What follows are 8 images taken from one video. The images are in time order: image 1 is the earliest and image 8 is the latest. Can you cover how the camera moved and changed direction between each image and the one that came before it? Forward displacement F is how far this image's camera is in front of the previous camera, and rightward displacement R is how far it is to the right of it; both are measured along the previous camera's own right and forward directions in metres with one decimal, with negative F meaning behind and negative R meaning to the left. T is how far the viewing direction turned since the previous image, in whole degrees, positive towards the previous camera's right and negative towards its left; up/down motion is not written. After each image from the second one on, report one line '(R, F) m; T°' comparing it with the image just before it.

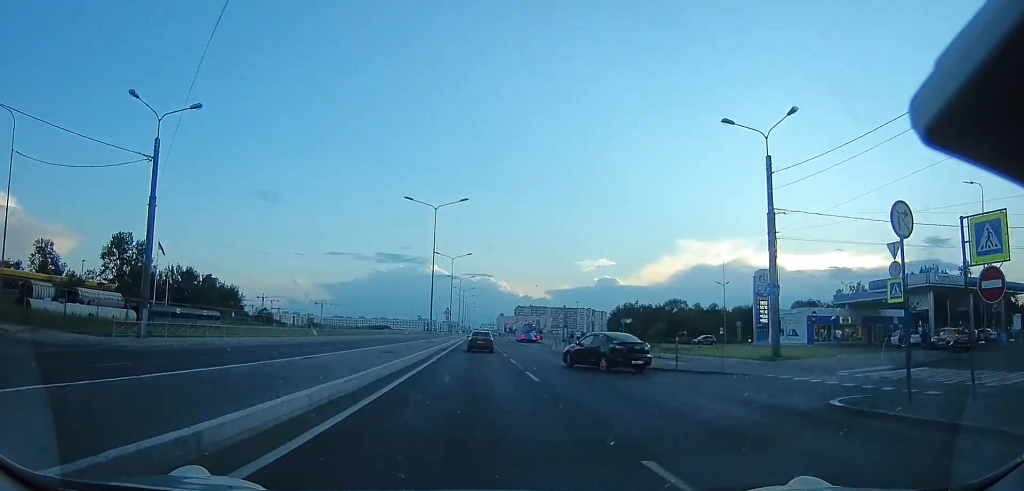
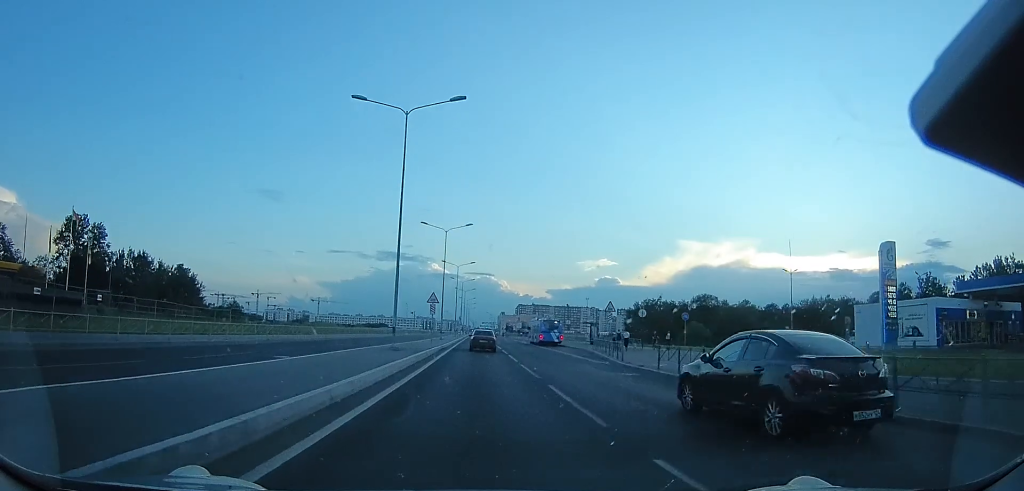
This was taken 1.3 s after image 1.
(0.0, +19.5) m; 0°
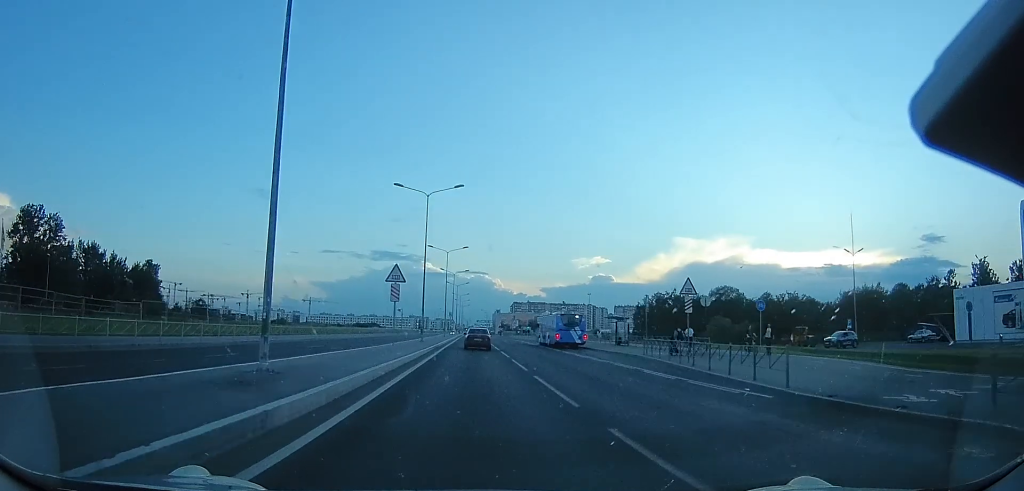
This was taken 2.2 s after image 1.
(0.0, +14.2) m; 0°
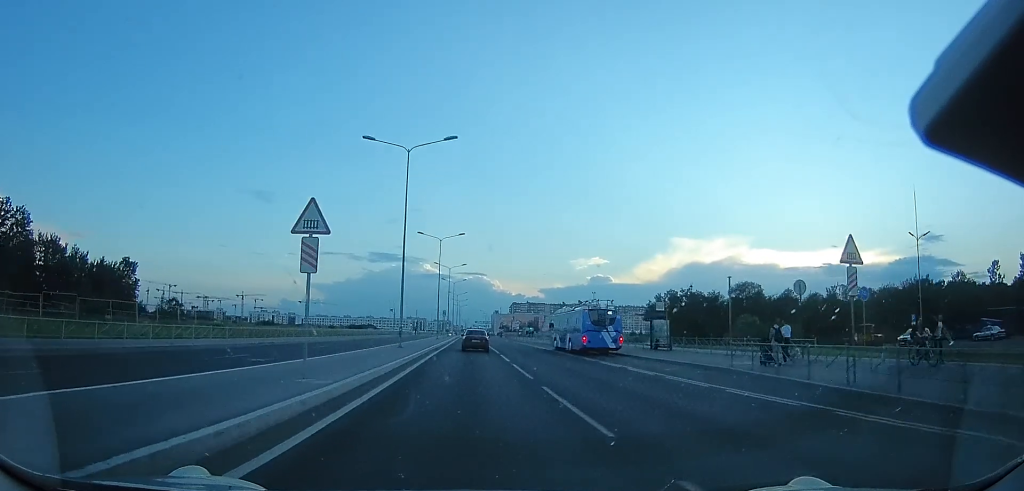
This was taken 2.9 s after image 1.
(0.0, +10.6) m; 0°
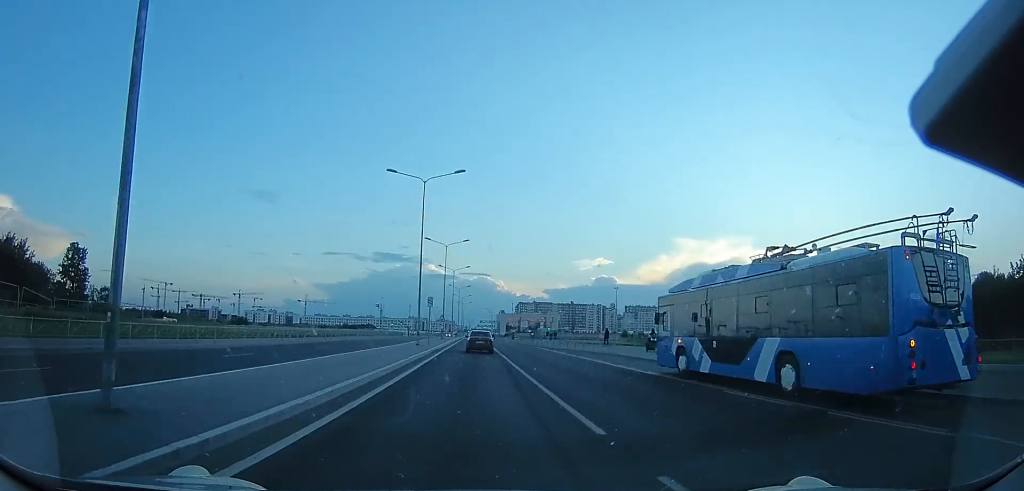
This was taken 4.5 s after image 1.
(0.0, +24.0) m; 0°
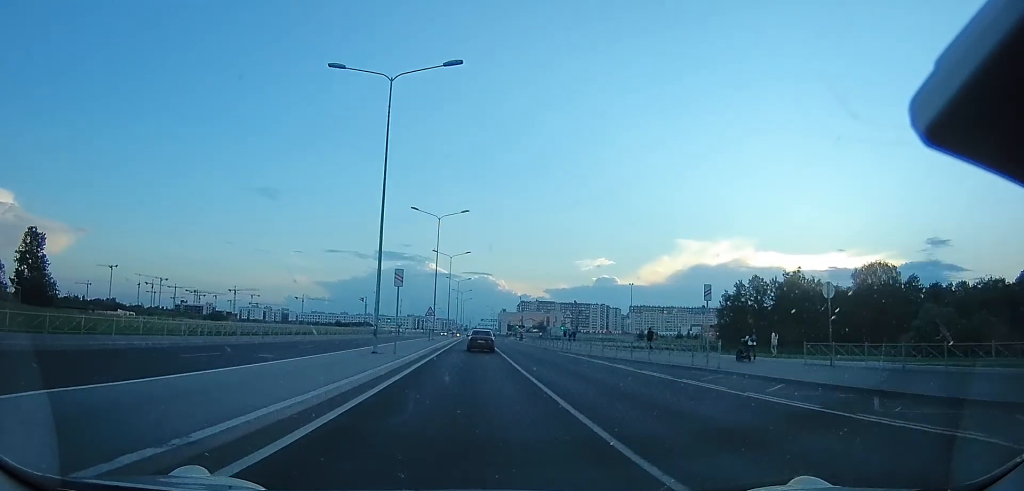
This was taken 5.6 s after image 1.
(0.0, +15.3) m; 0°
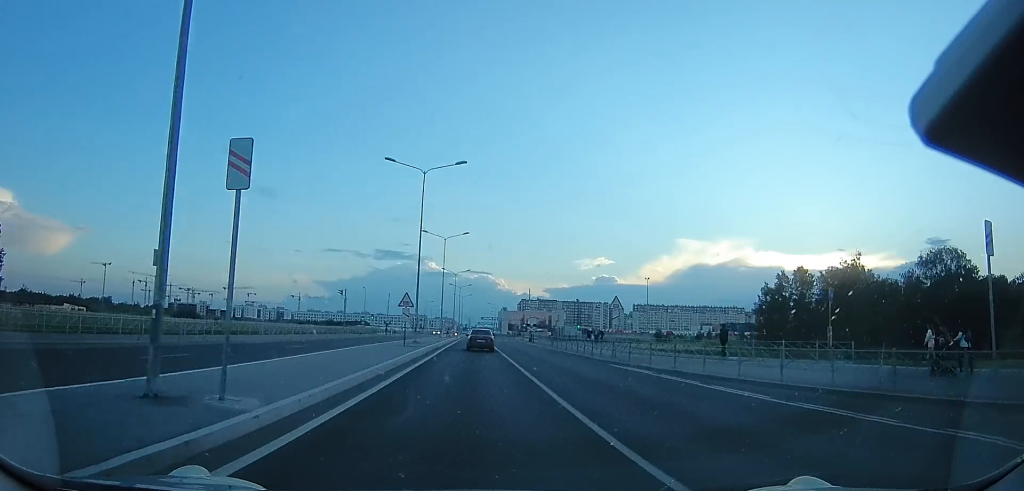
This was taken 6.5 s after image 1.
(0.0, +14.2) m; 0°
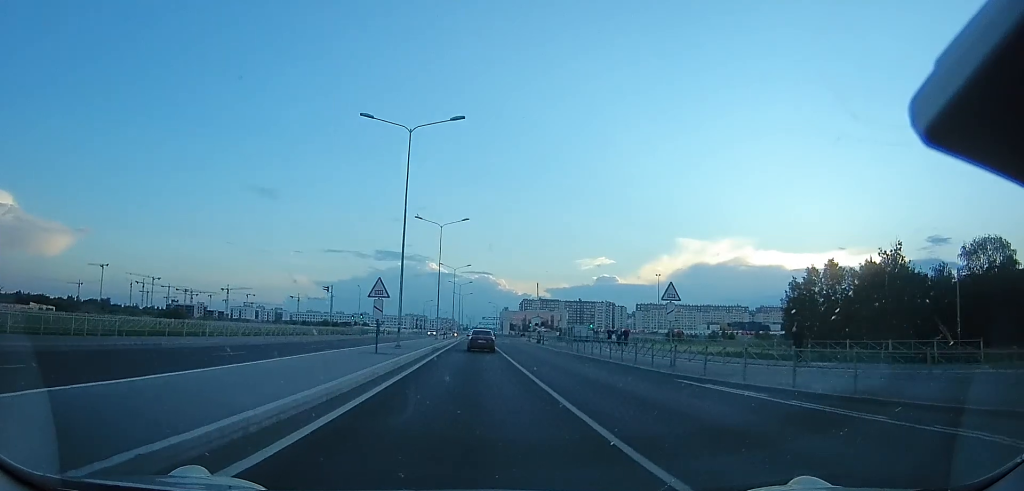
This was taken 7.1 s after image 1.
(0.0, +7.8) m; 0°
